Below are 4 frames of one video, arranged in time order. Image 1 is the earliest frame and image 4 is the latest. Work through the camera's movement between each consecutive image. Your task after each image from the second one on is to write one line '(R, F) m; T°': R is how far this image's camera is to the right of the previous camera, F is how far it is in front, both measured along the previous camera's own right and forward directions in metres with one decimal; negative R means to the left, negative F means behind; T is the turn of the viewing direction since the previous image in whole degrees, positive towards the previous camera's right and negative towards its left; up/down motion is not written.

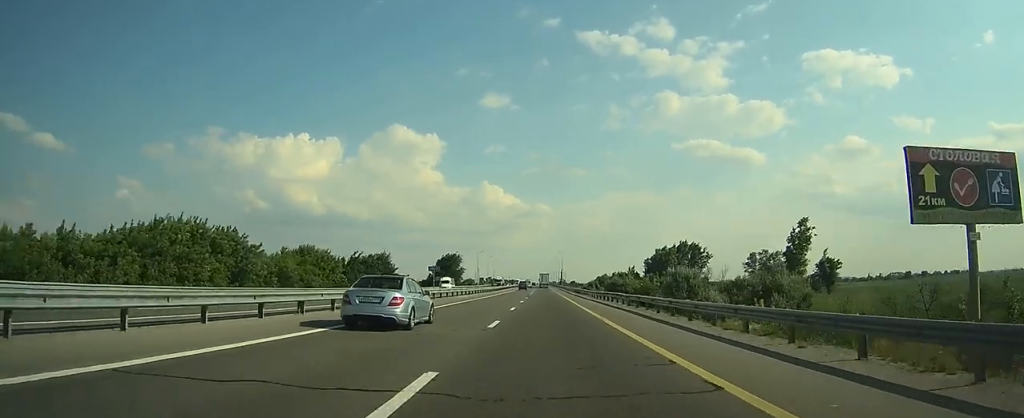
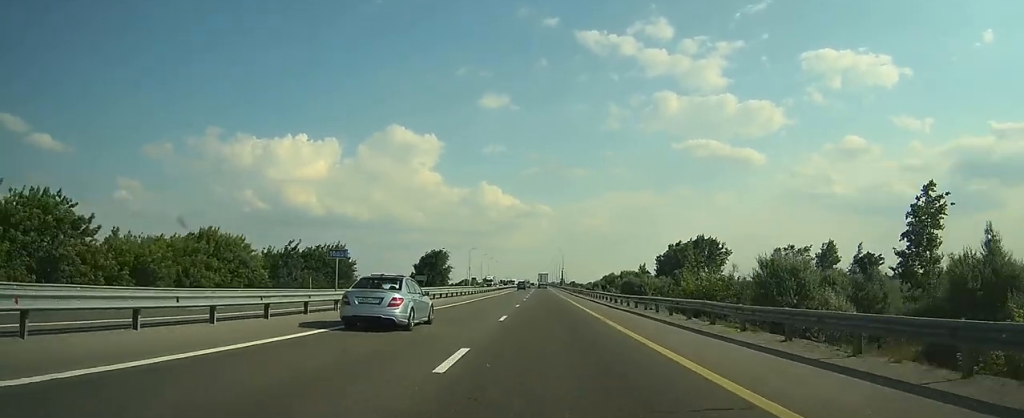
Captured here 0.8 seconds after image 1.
(0.0, +20.8) m; 0°
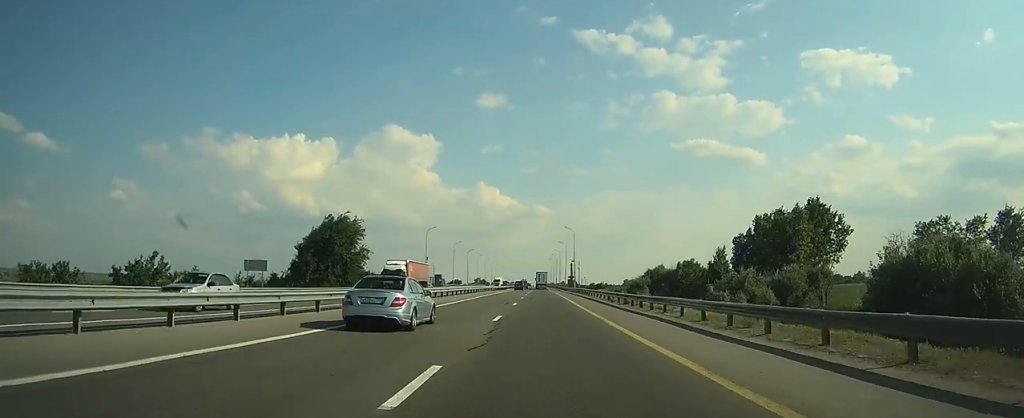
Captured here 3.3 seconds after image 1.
(+0.2, +68.9) m; 0°
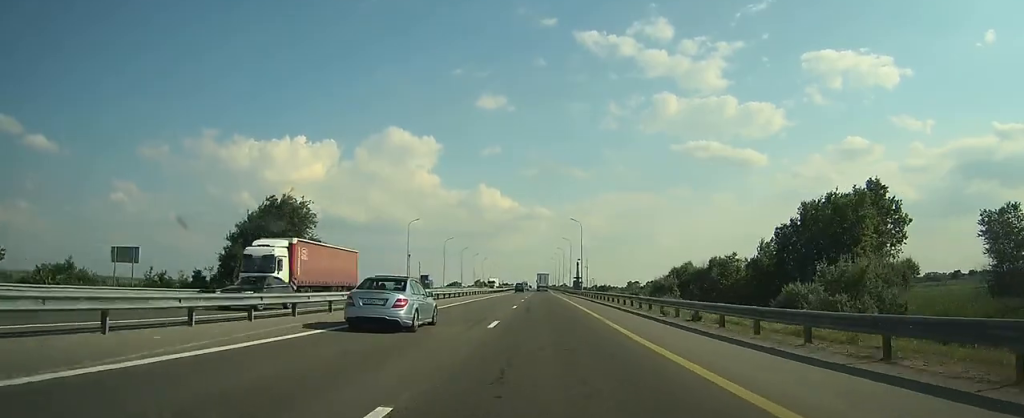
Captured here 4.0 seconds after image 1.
(0.0, +17.6) m; 0°
